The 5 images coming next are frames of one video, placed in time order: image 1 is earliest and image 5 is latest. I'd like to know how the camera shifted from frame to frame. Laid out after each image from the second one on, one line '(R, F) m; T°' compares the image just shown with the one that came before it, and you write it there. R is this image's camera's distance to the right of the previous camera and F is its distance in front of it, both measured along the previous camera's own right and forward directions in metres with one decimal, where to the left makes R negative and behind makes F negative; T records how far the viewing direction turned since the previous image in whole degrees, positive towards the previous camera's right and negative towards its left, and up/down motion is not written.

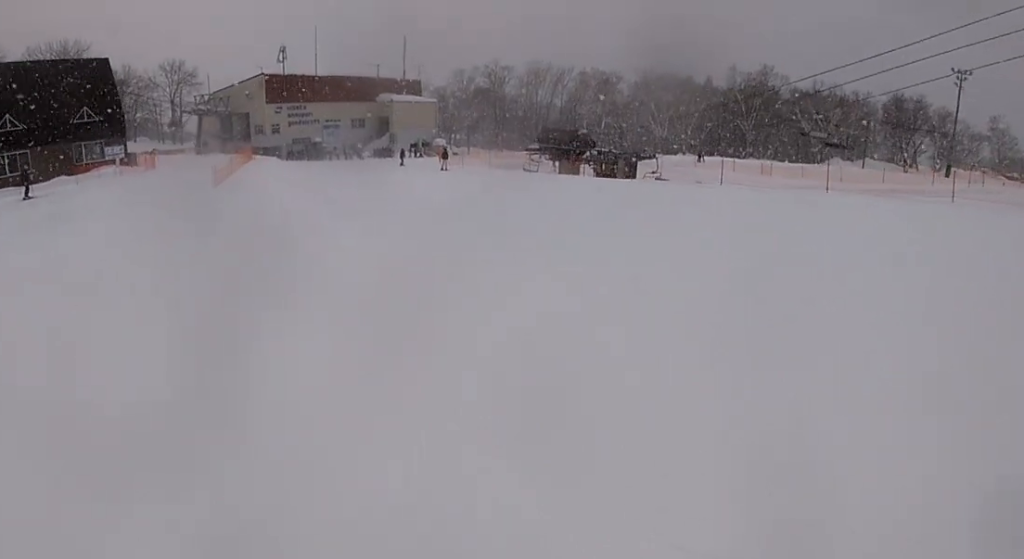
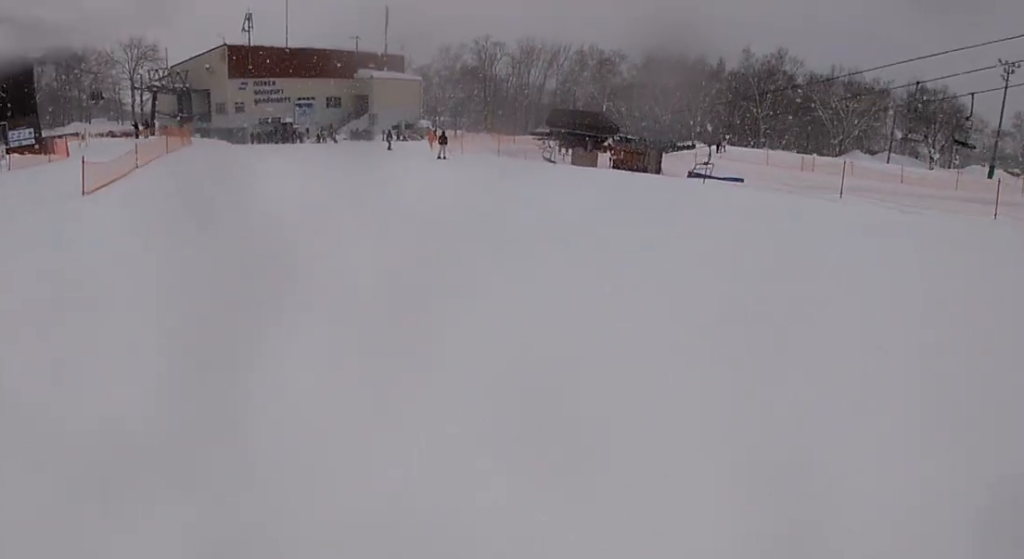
(+0.8, +10.6) m; +3°
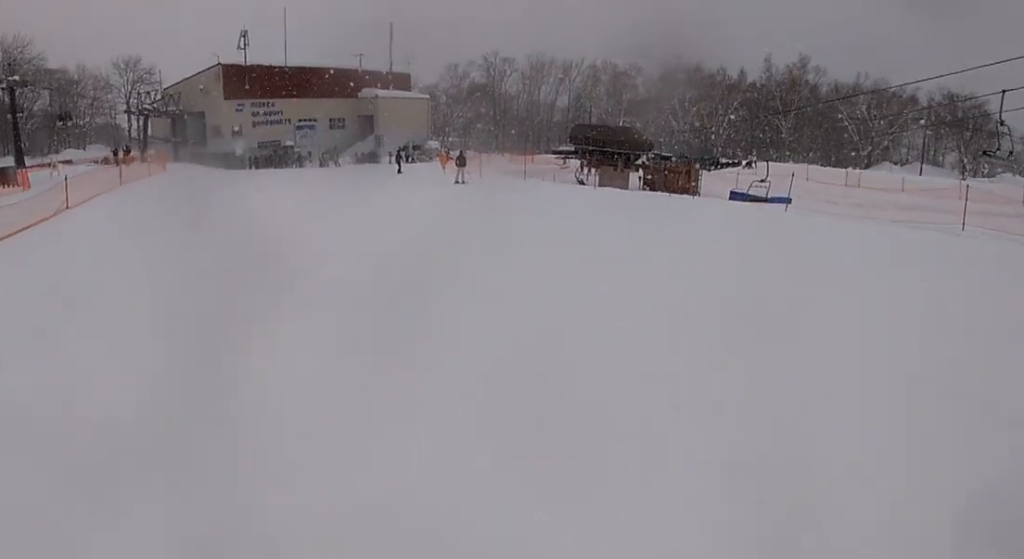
(-0.1, +5.6) m; -1°
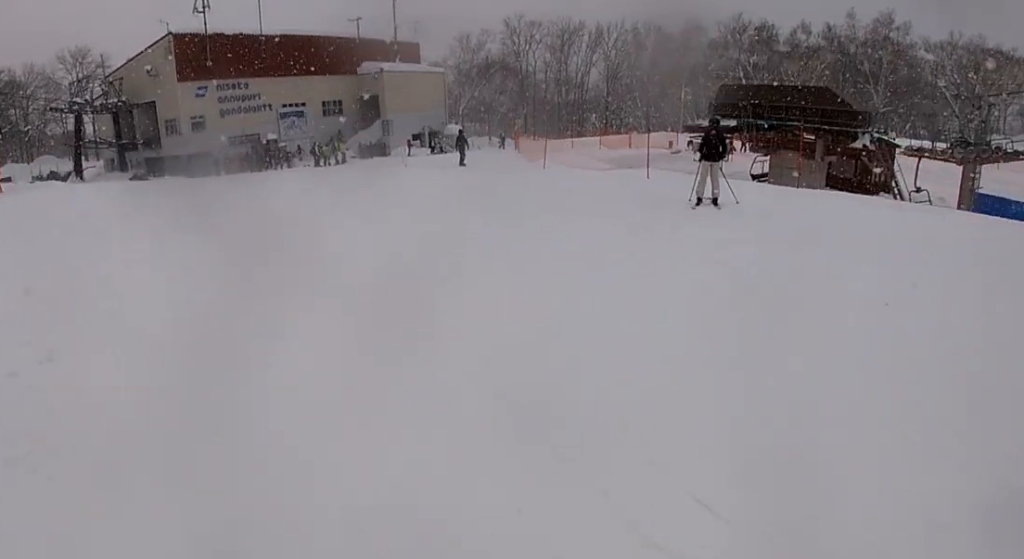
(-0.8, +18.9) m; -2°
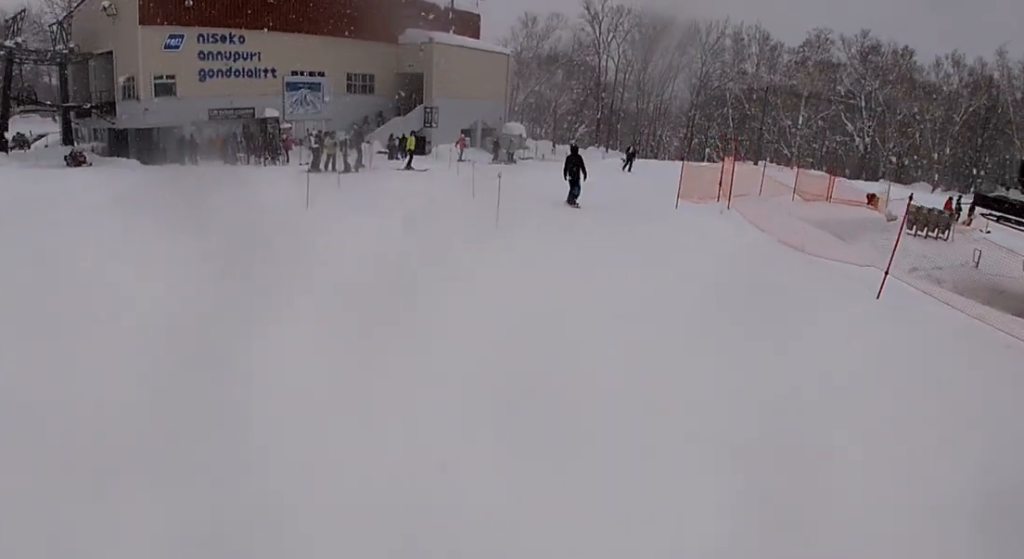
(+1.1, +16.1) m; +3°
